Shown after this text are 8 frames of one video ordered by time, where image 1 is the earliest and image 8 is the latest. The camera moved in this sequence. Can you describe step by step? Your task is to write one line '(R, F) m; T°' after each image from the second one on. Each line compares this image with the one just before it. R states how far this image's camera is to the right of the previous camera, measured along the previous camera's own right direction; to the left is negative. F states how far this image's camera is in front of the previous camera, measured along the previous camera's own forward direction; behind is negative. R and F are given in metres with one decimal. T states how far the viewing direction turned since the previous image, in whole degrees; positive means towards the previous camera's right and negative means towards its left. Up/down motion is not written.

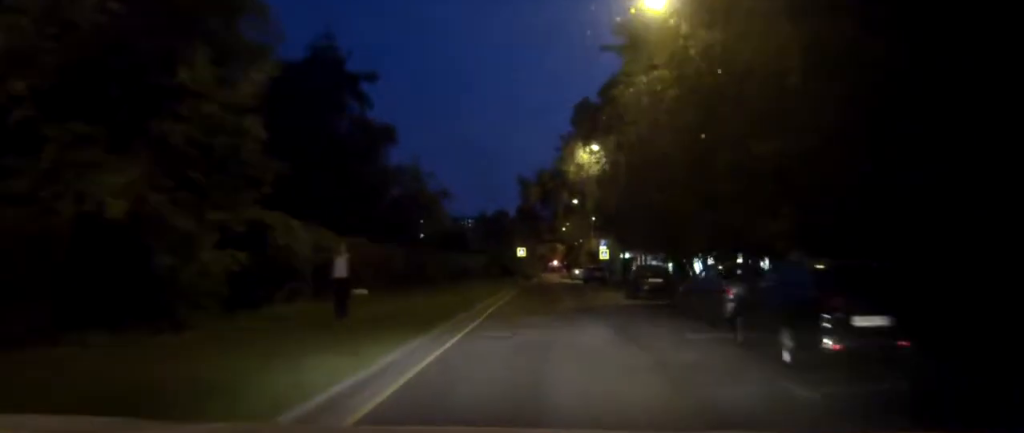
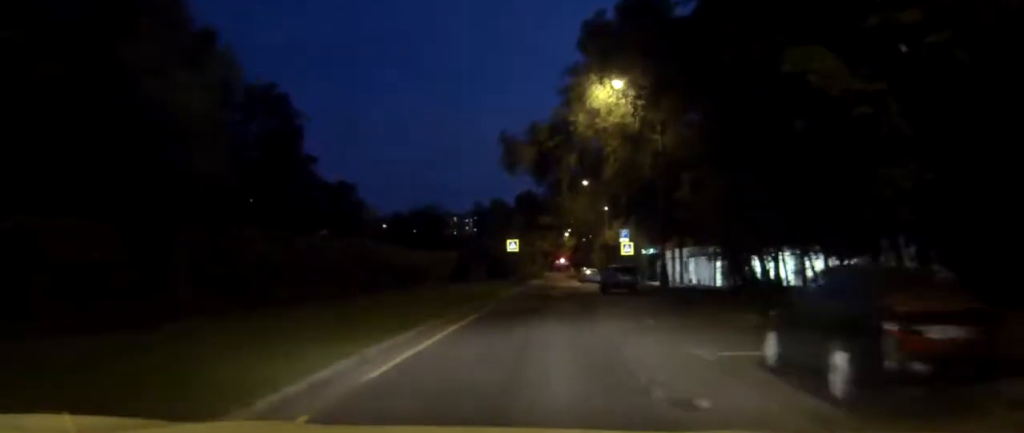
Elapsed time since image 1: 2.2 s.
(+0.3, +22.5) m; +1°
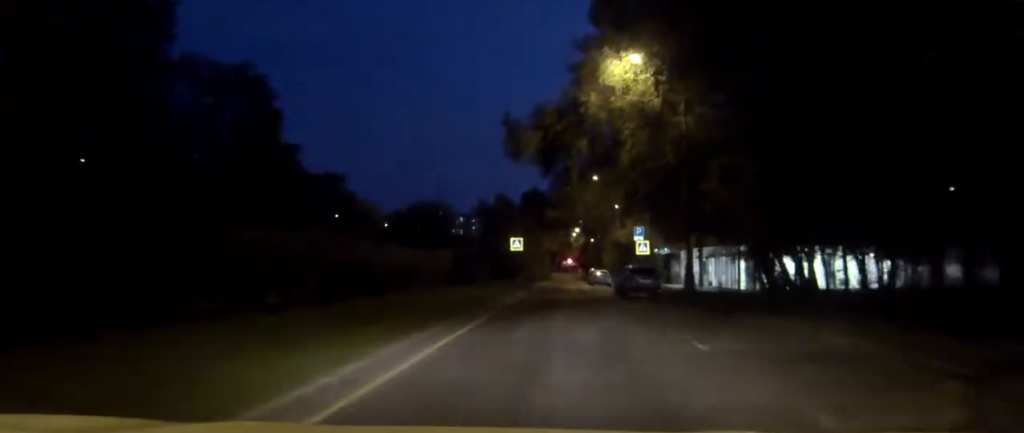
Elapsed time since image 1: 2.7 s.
(0.0, +5.5) m; 0°
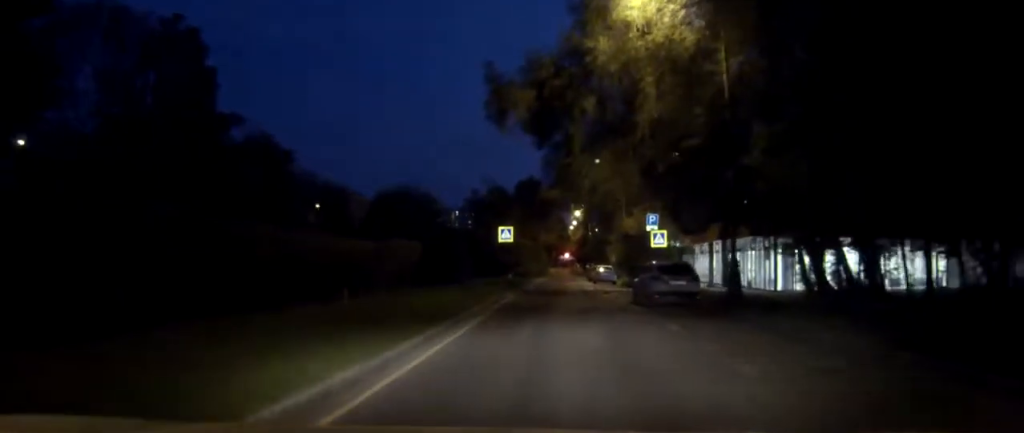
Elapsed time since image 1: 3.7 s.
(0.0, +9.4) m; -1°
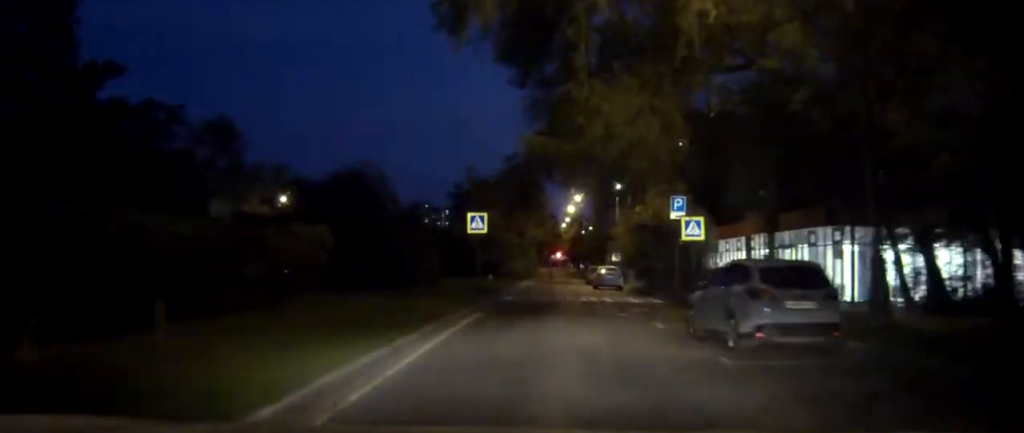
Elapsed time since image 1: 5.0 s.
(-0.1, +12.9) m; 0°
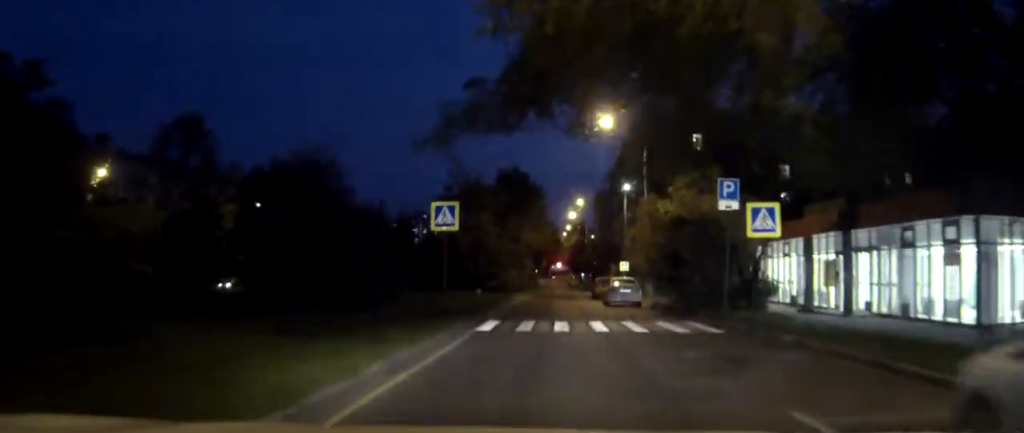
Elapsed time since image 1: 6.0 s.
(0.0, +10.2) m; 0°
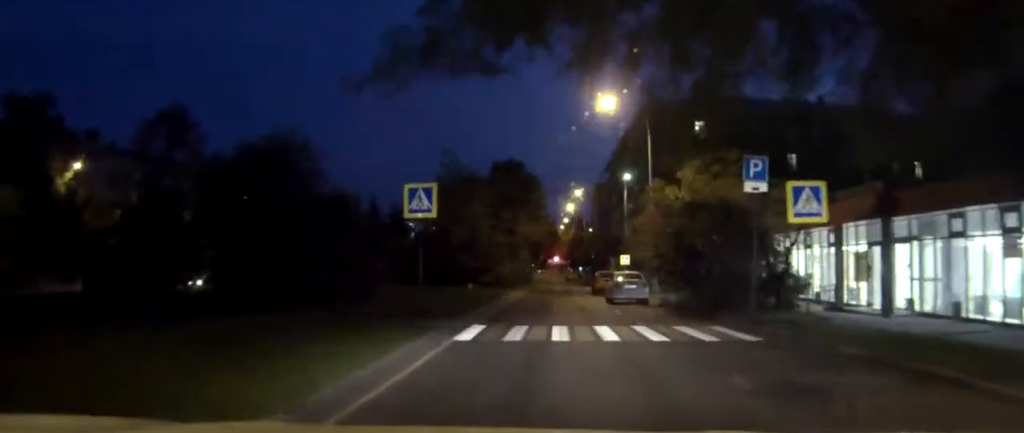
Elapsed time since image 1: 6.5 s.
(0.0, +4.0) m; 0°
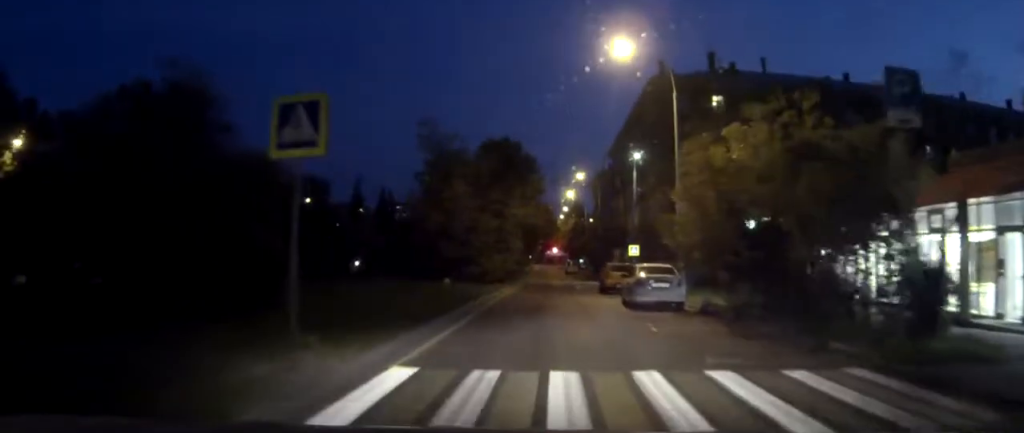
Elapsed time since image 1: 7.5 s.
(+0.1, +9.2) m; +1°
